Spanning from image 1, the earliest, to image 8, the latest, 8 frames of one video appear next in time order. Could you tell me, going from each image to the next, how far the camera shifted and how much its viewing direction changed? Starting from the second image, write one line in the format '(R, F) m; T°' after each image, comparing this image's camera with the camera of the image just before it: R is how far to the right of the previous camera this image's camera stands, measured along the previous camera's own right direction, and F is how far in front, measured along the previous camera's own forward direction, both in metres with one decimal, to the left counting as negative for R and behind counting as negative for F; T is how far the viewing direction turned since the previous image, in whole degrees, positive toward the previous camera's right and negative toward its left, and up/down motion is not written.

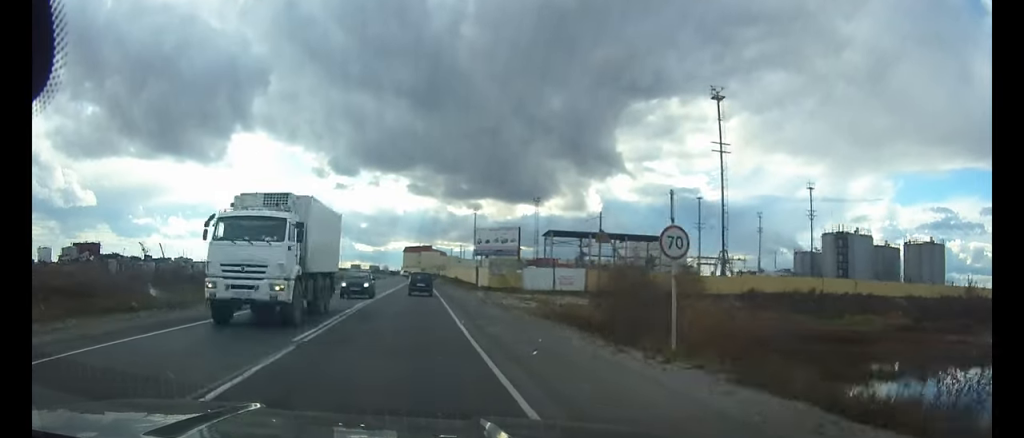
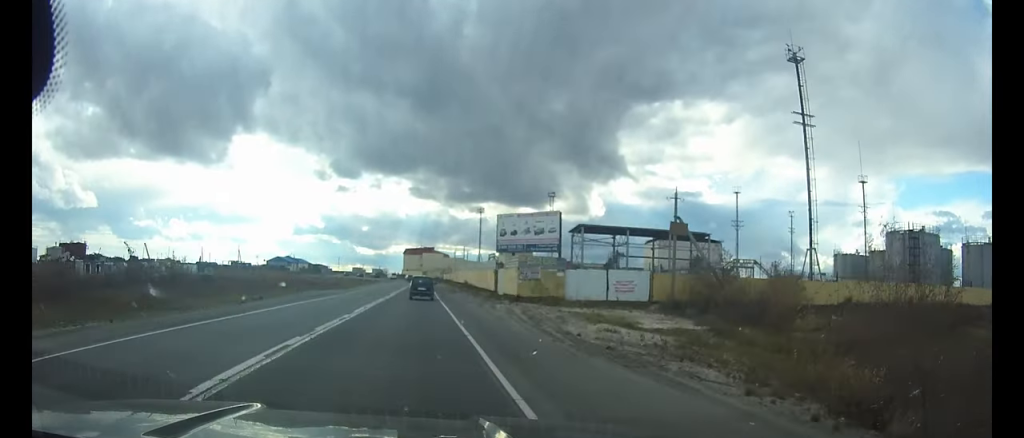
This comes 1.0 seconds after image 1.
(-0.1, +16.6) m; 0°
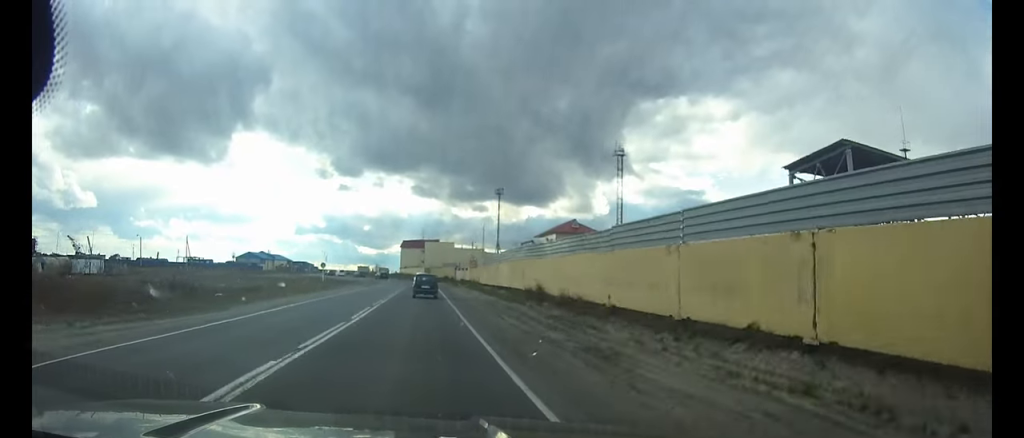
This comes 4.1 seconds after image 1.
(+0.1, +52.6) m; 0°
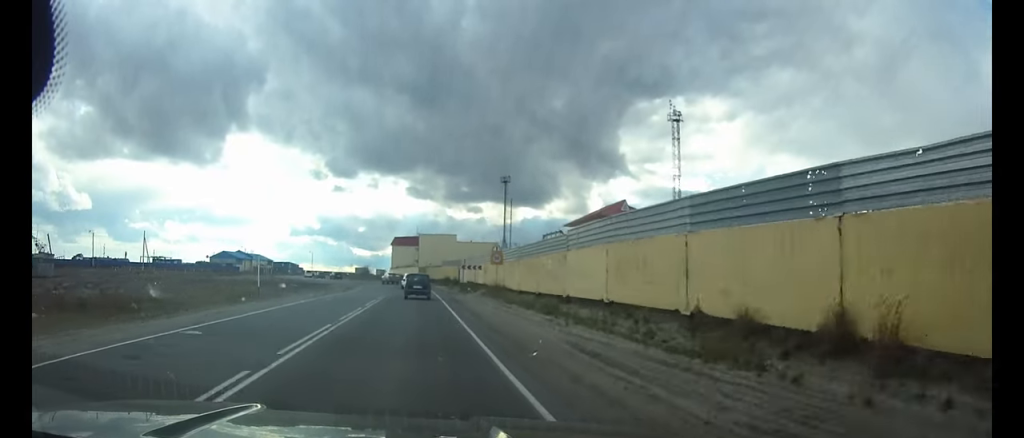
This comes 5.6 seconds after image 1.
(+0.1, +25.7) m; 0°
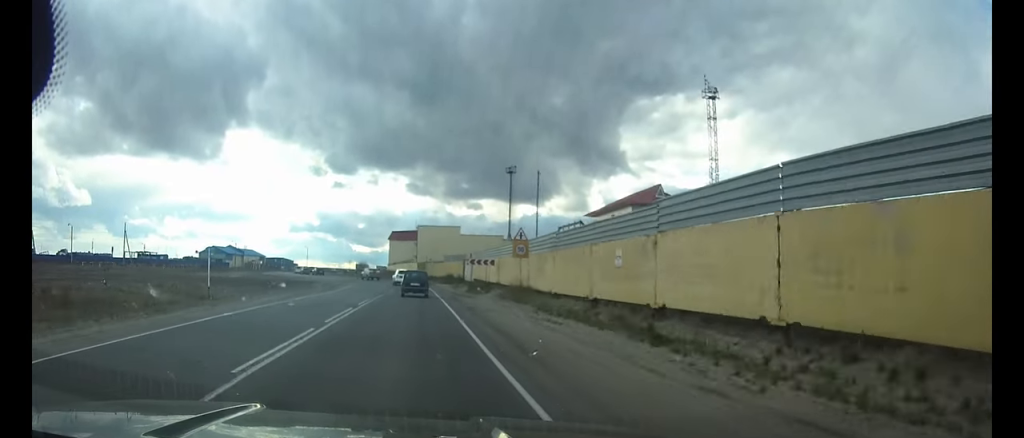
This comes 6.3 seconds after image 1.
(0.0, +10.7) m; 0°
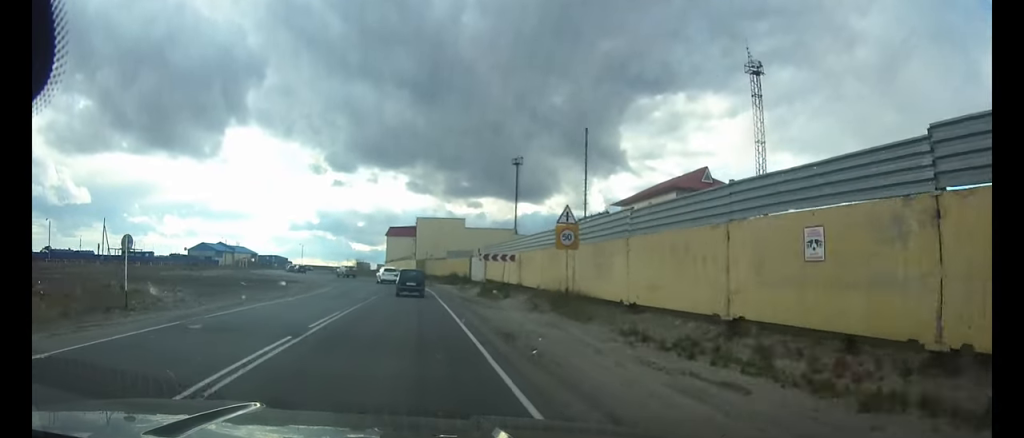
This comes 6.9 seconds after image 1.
(0.0, +10.6) m; 0°
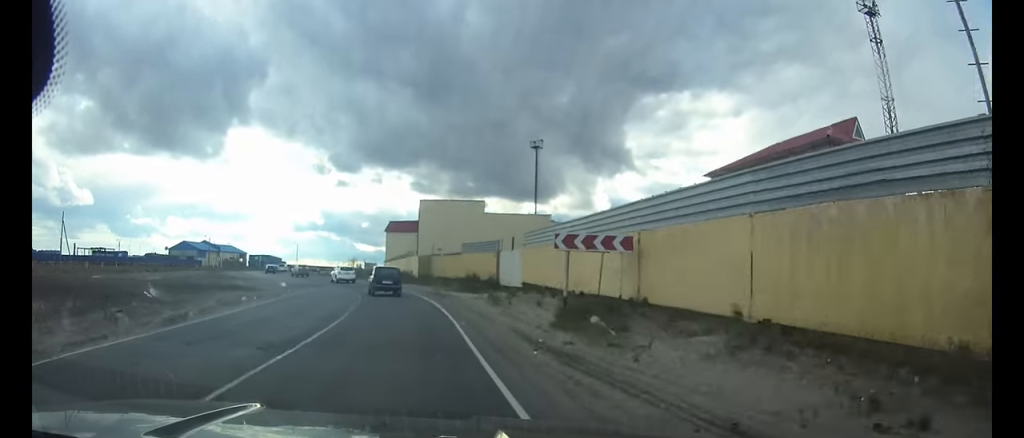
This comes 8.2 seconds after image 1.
(-0.1, +19.3) m; -3°
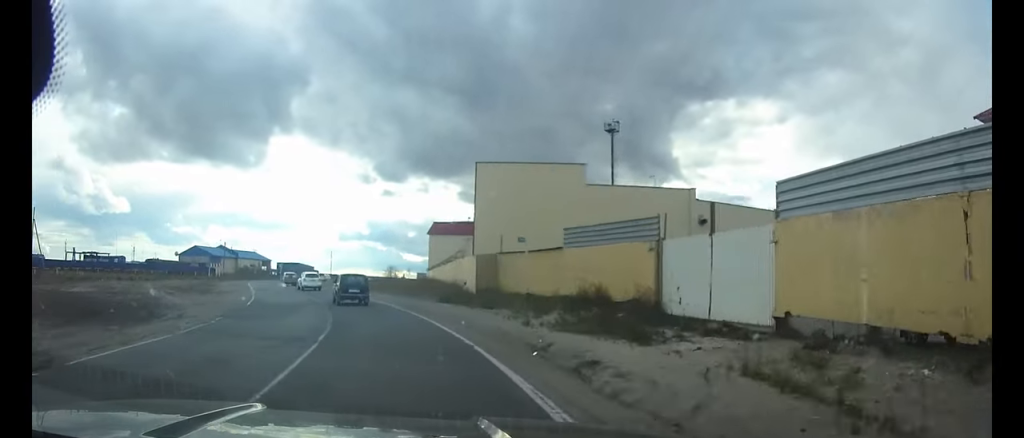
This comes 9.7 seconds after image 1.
(-1.3, +21.6) m; -7°
